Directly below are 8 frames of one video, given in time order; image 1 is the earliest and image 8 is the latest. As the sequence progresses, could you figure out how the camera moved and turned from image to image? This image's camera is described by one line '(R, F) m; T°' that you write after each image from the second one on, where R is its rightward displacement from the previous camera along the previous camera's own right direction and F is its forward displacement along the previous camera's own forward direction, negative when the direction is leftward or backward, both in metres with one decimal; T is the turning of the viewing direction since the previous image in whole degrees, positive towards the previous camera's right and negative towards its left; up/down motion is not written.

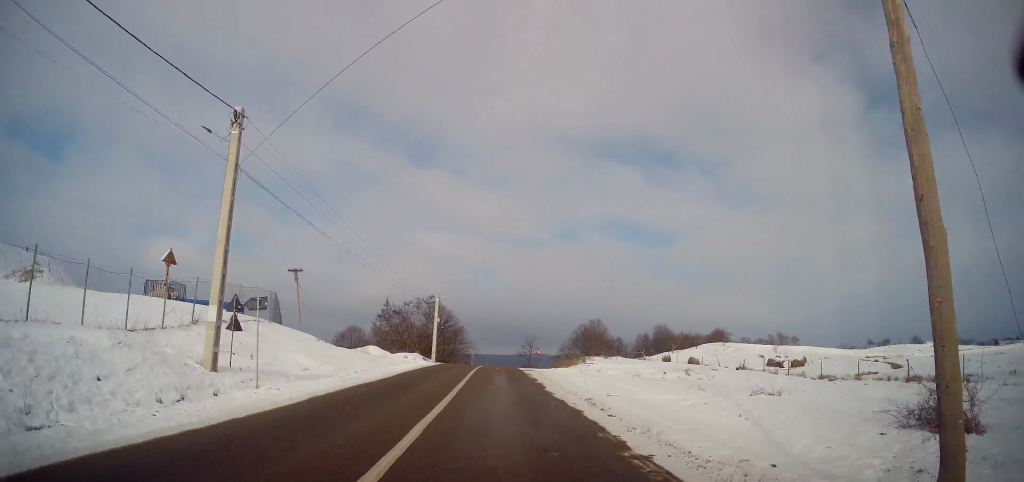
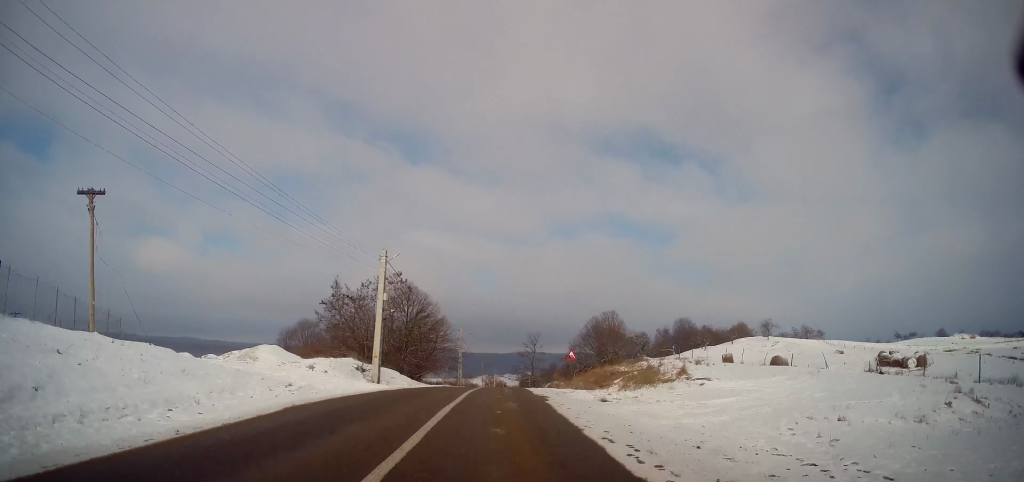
(+0.5, +27.3) m; +2°
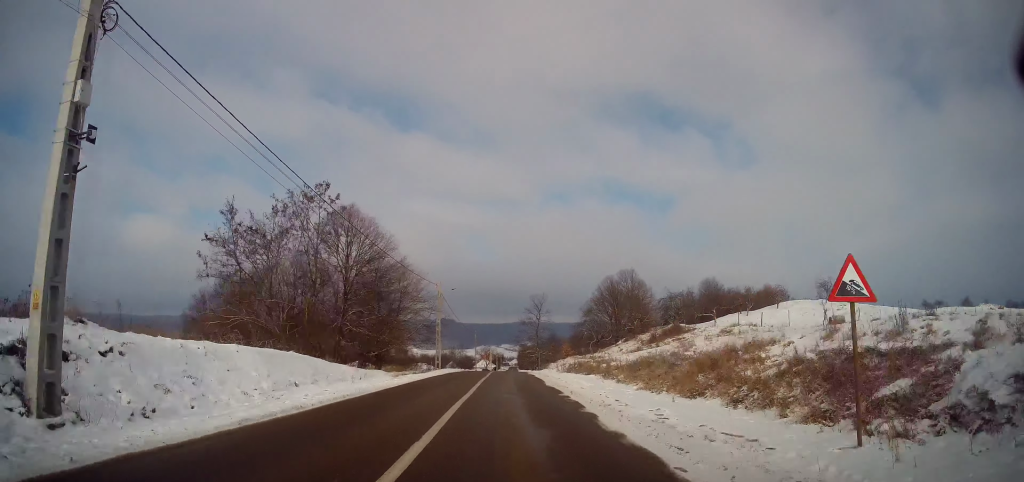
(-0.2, +25.8) m; 0°
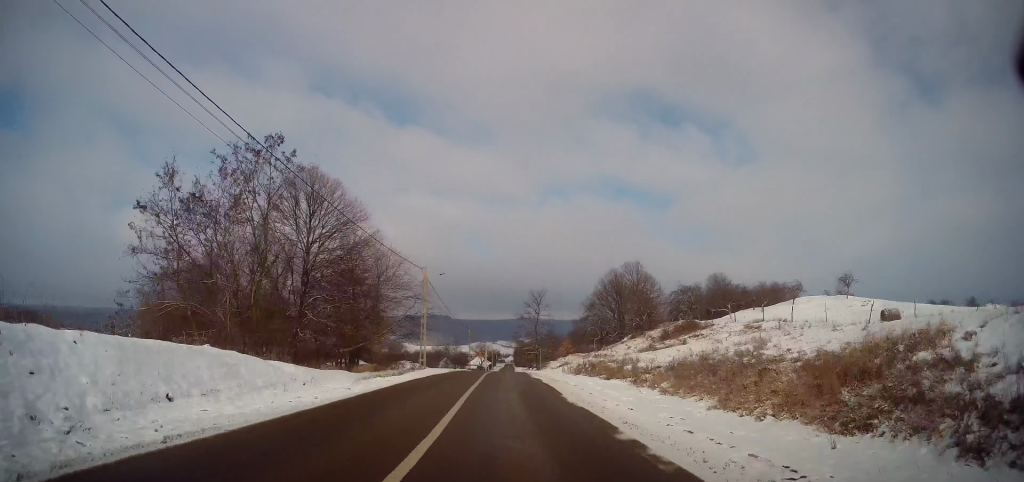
(-0.2, +8.0) m; 0°
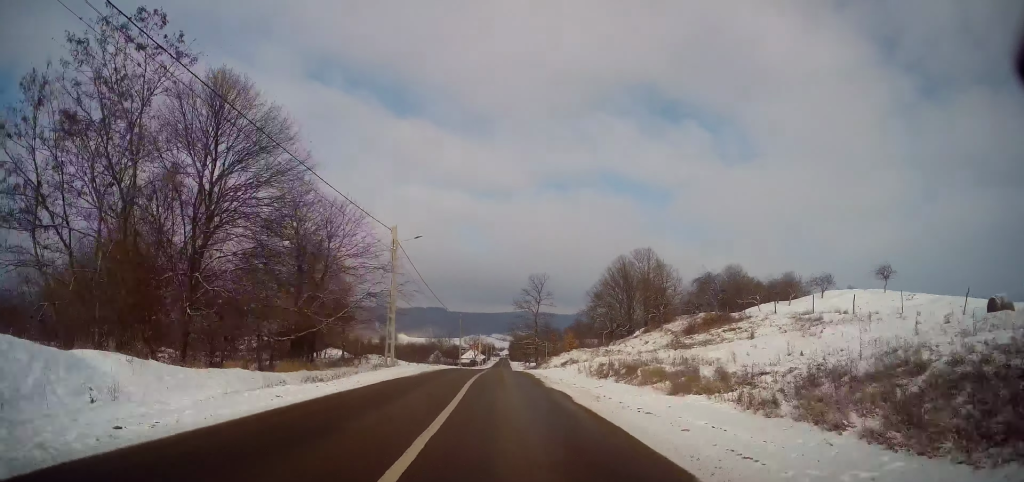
(+0.3, +11.8) m; +1°
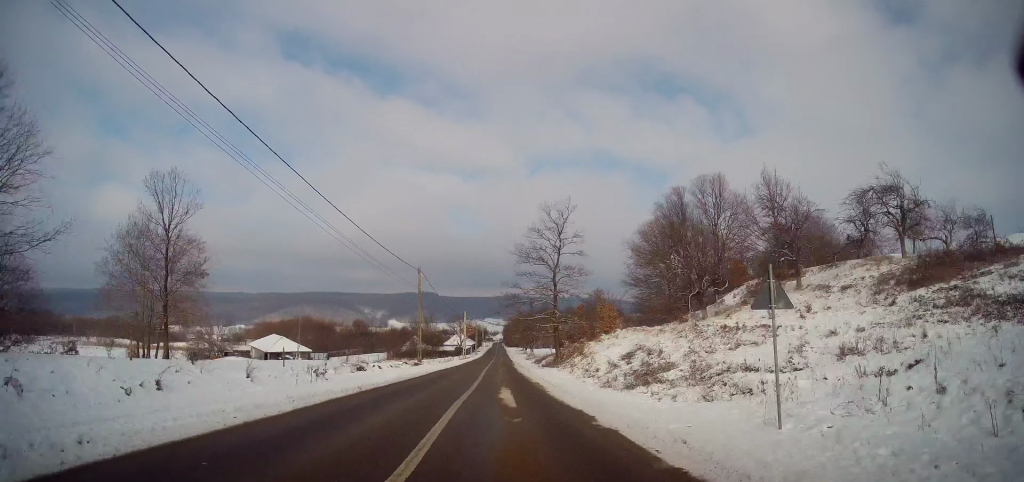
(0.0, +37.9) m; 0°
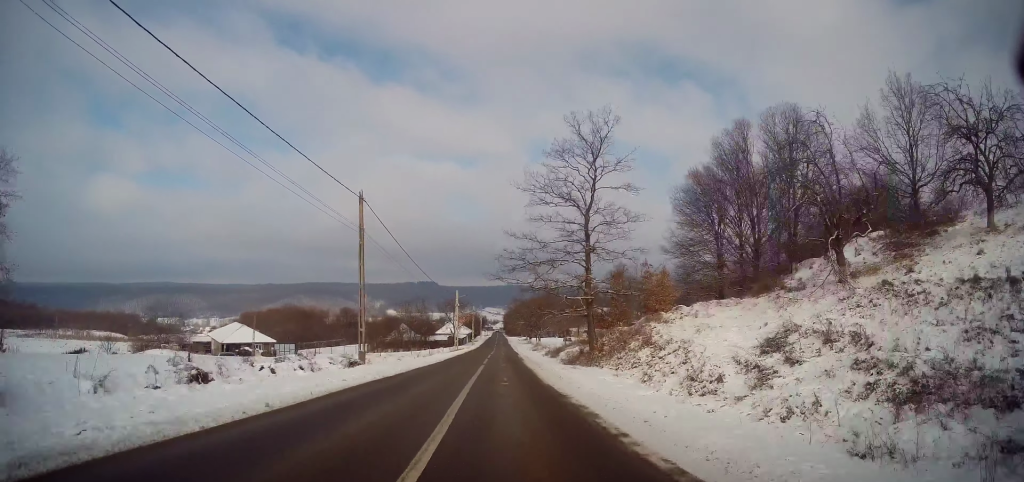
(+0.2, +18.8) m; 0°
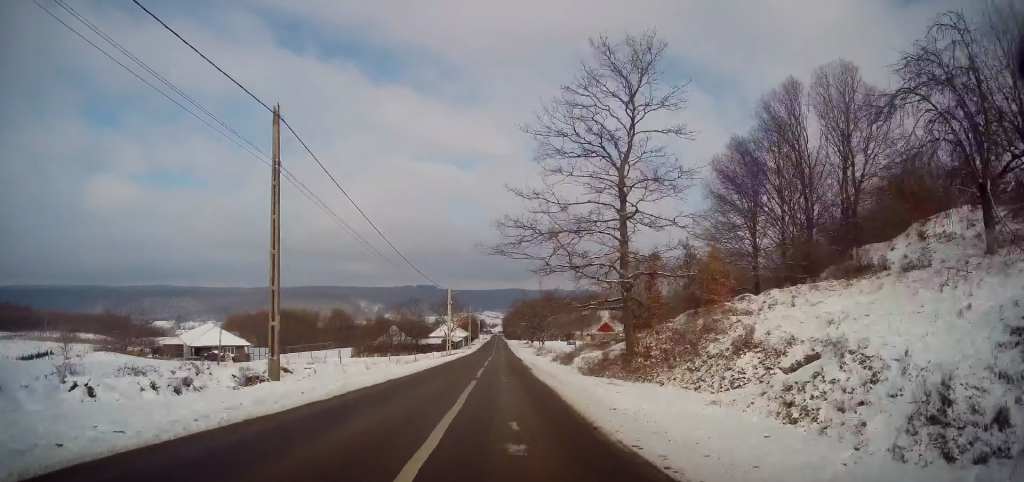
(+0.2, +9.8) m; 0°
